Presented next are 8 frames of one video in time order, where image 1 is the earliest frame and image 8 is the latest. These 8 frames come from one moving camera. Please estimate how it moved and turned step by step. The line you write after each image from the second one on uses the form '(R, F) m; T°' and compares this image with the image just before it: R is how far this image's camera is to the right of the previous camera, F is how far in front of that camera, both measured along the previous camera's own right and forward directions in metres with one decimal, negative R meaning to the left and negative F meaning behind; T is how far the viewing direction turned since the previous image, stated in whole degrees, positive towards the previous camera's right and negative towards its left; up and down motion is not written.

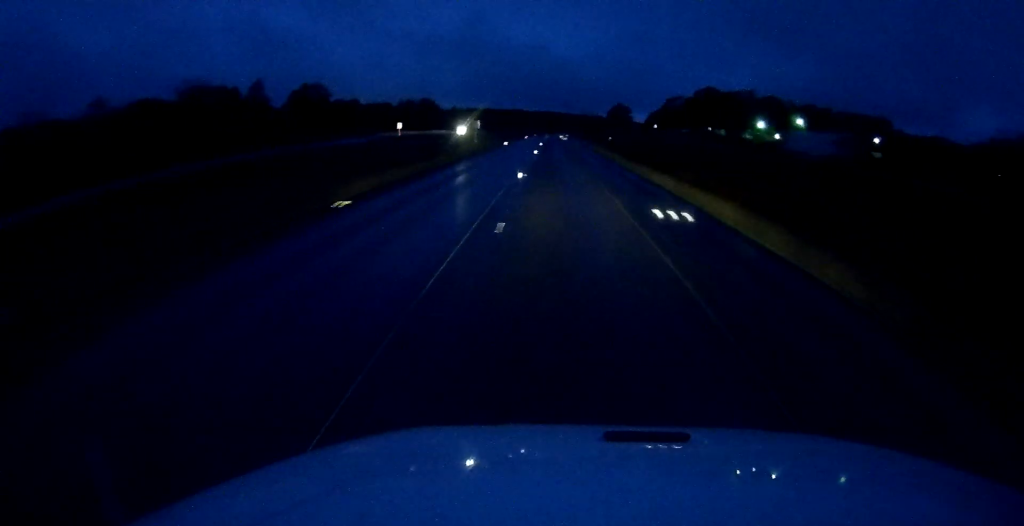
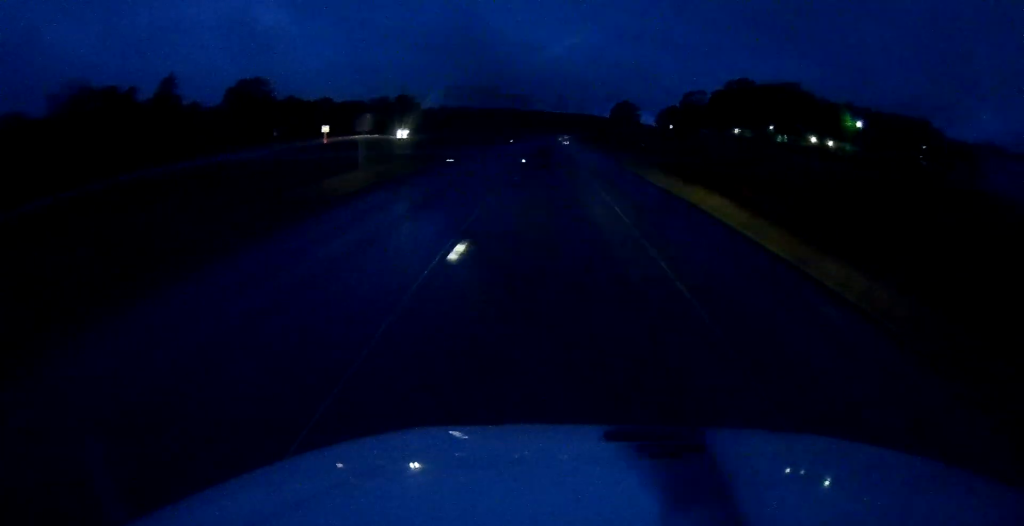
(+0.3, +43.0) m; 0°
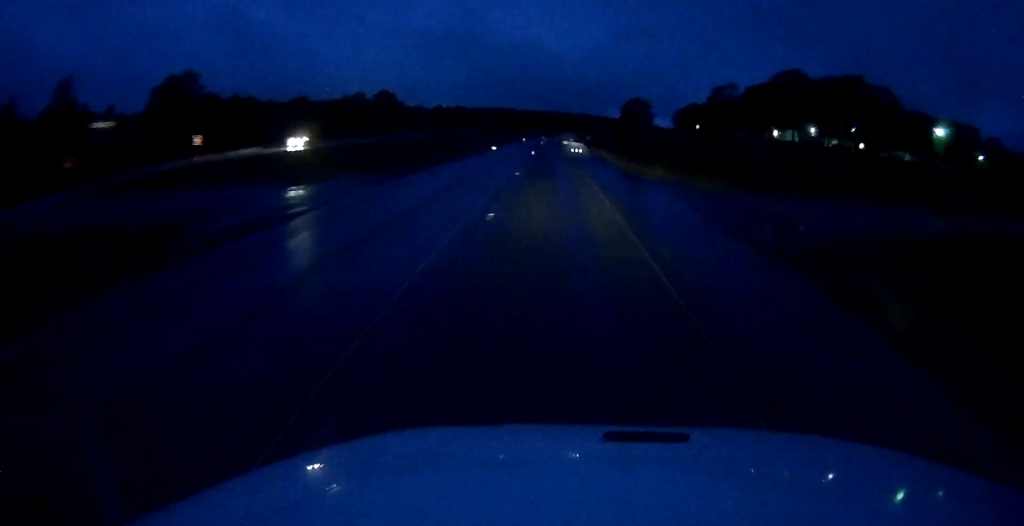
(-0.1, +36.7) m; 0°
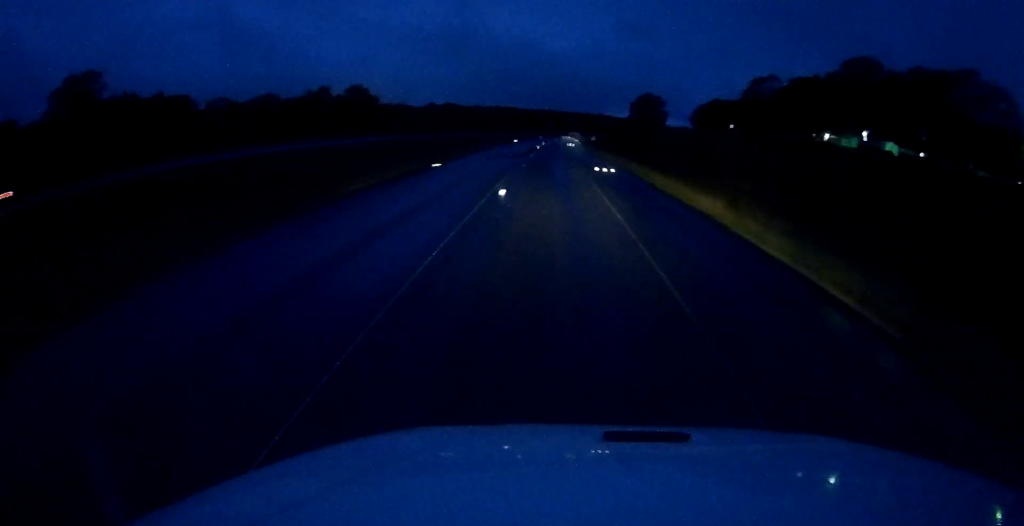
(0.0, +35.7) m; 0°
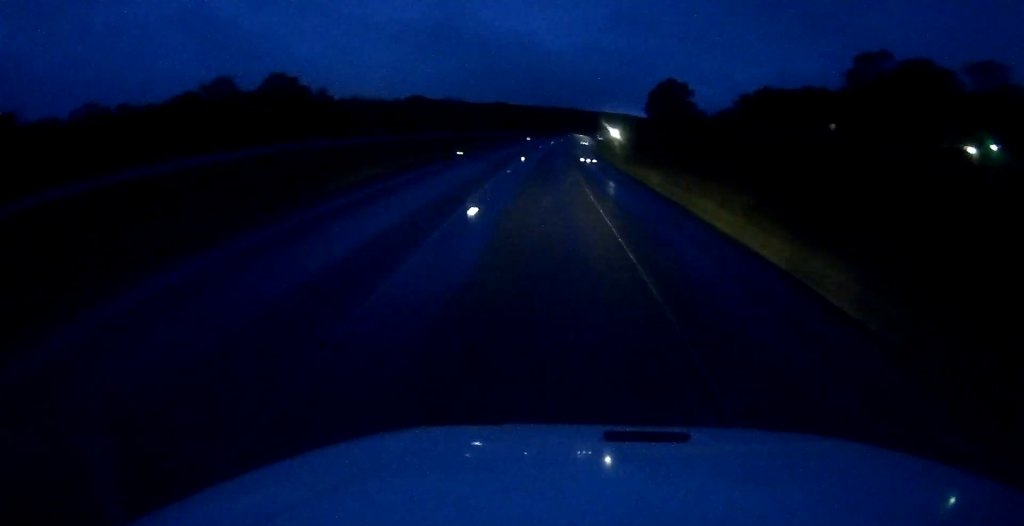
(0.0, +60.1) m; 0°
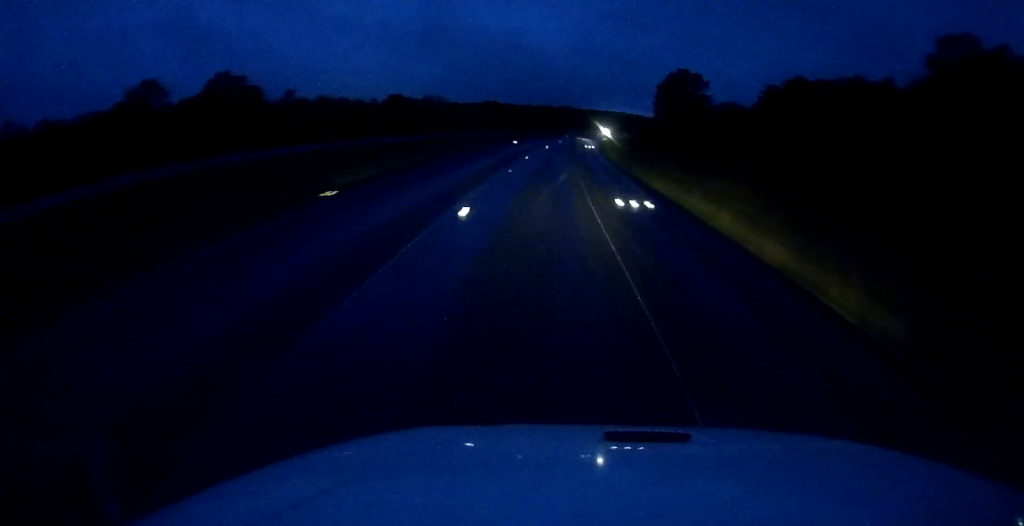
(+0.2, +26.5) m; 0°
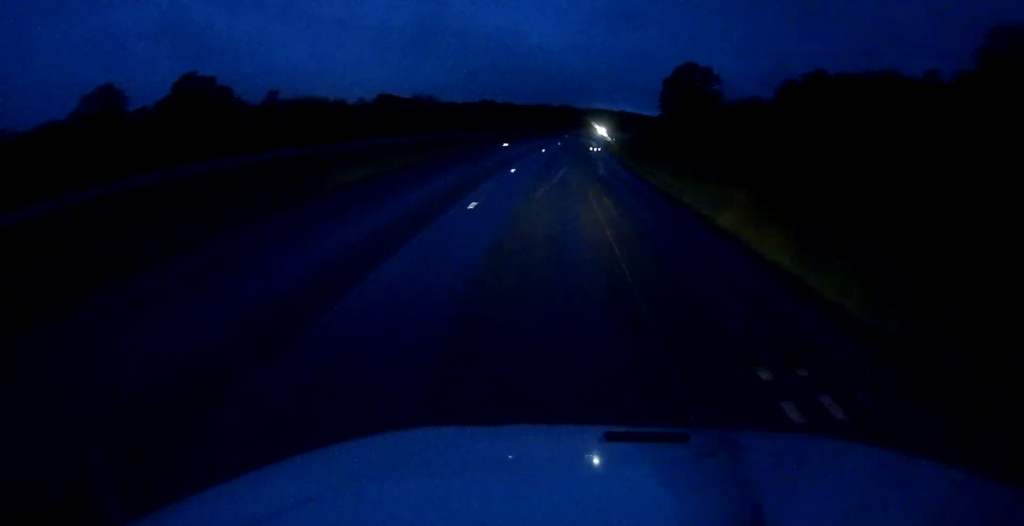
(0.0, +13.2) m; 0°
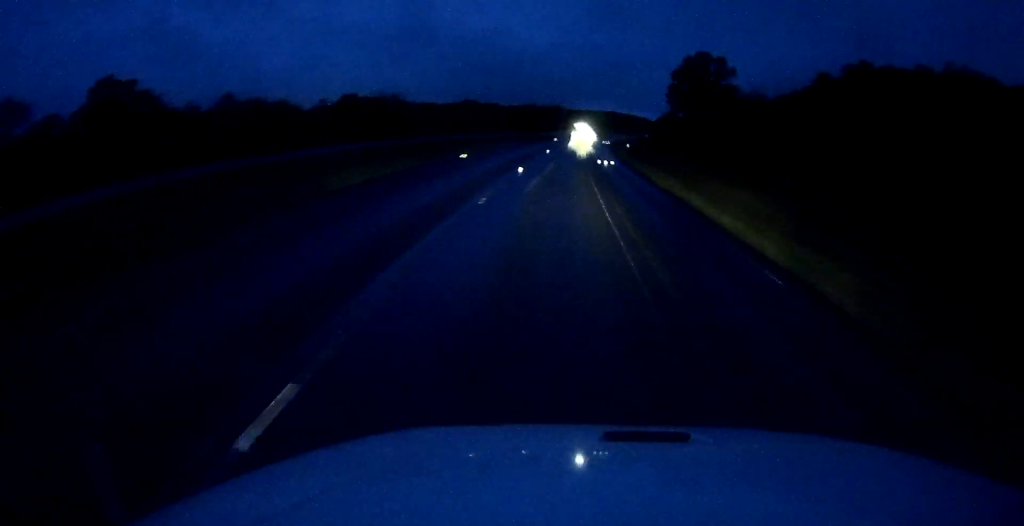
(0.0, +24.4) m; +1°
